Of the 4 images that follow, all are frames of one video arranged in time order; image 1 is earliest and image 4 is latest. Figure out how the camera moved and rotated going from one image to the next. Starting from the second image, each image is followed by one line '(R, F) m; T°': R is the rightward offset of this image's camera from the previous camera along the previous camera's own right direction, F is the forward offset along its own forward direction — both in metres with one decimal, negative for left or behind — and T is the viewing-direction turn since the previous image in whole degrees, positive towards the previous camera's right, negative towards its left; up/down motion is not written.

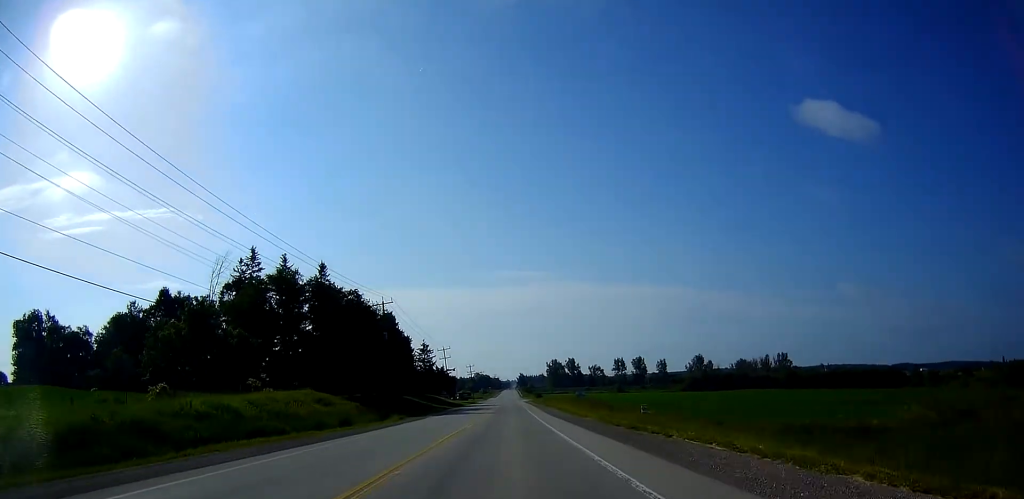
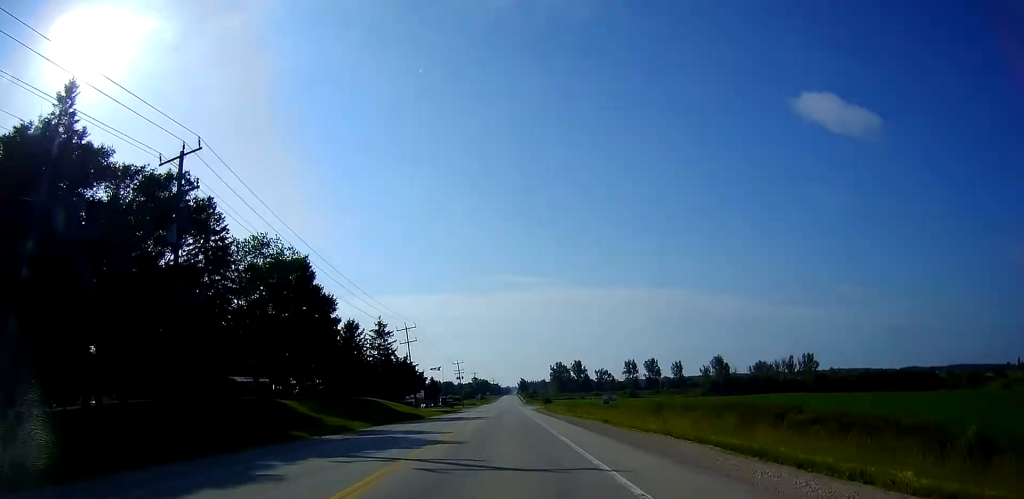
(0.0, +45.6) m; -1°
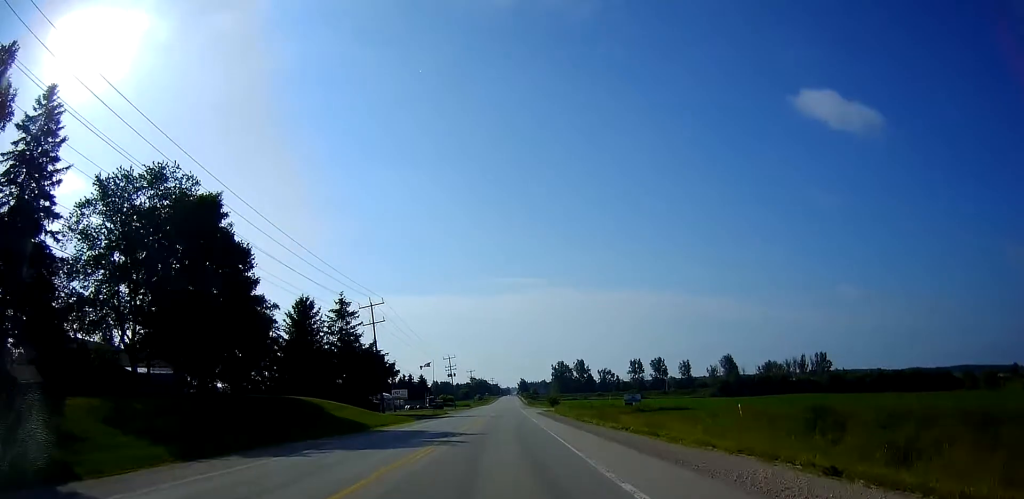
(-0.4, +20.9) m; 0°
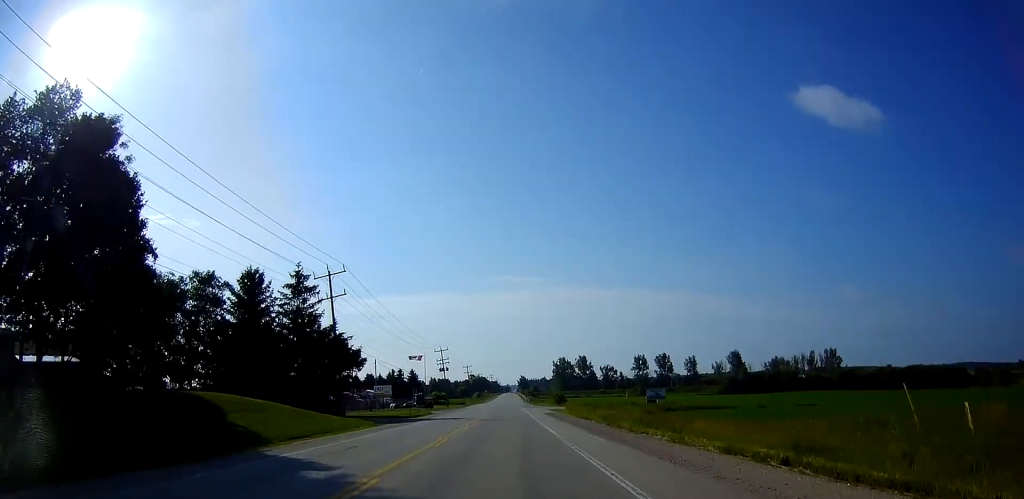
(-0.1, +14.8) m; +1°
